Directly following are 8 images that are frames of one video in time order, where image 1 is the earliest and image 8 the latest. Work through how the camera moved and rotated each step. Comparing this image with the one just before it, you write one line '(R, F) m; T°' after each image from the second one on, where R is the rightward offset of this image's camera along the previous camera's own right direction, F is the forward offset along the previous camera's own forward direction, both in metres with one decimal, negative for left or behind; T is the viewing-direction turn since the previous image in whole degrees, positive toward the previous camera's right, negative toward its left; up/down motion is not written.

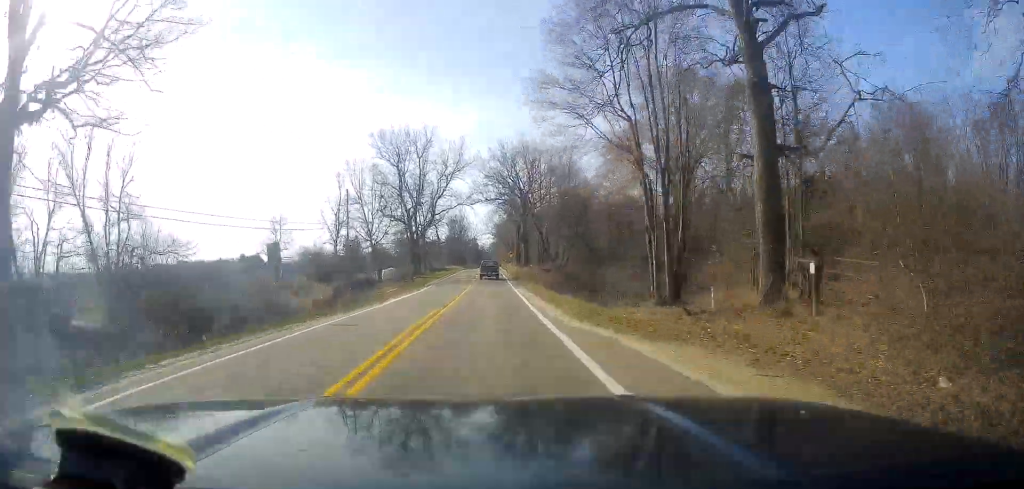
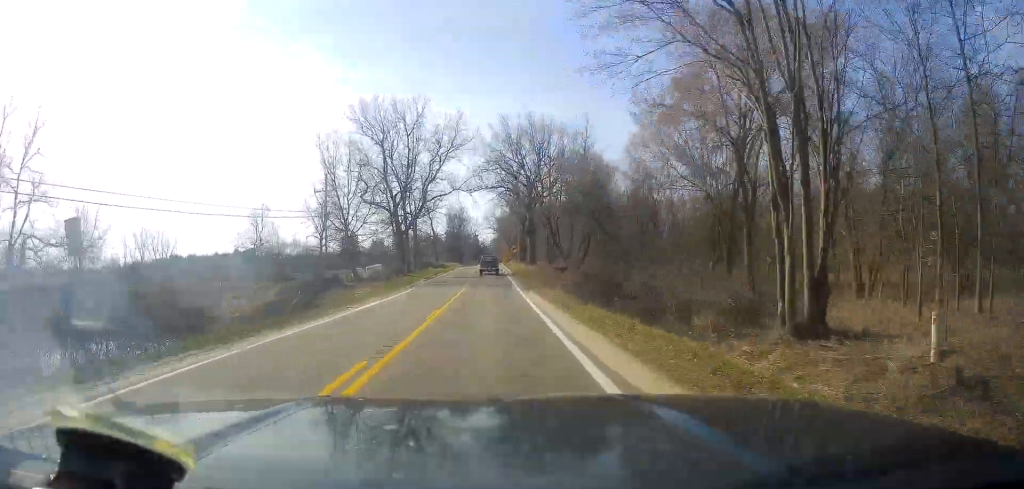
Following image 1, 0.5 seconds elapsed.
(-0.5, +12.1) m; -1°
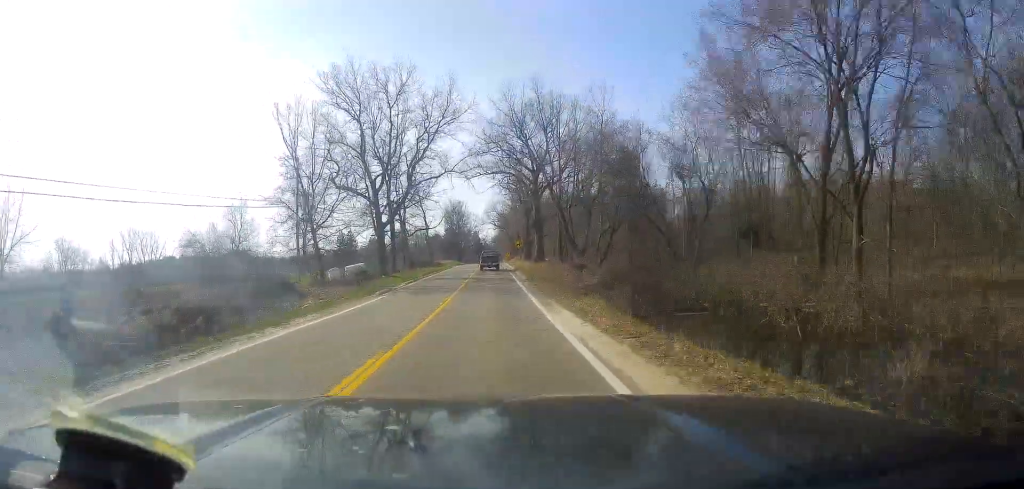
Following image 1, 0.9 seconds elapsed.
(-0.4, +11.2) m; -1°
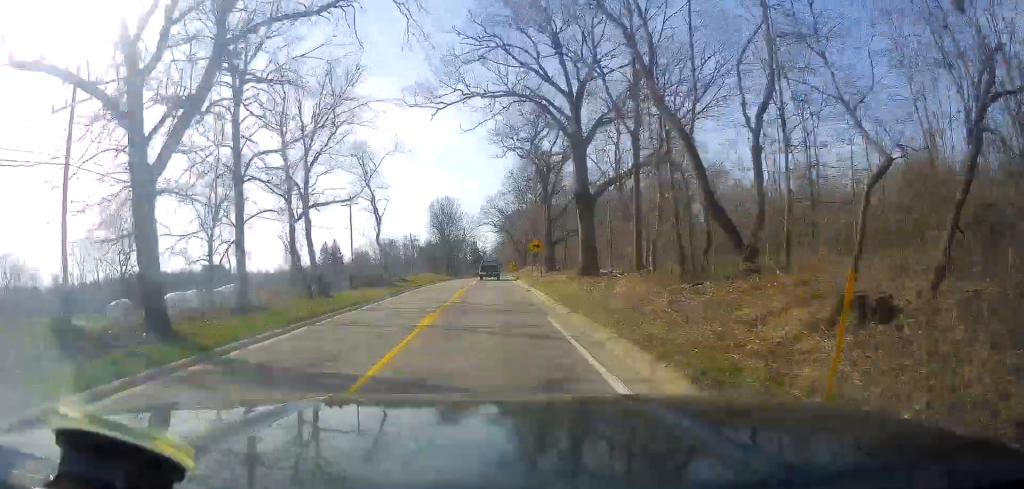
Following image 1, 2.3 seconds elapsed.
(+0.9, +37.0) m; +3°
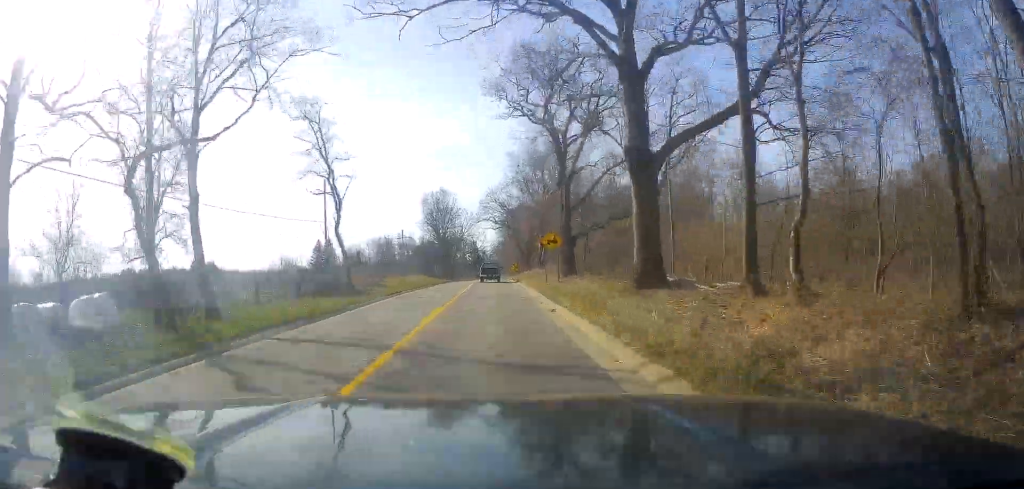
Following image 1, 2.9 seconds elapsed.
(+0.2, +13.6) m; +1°
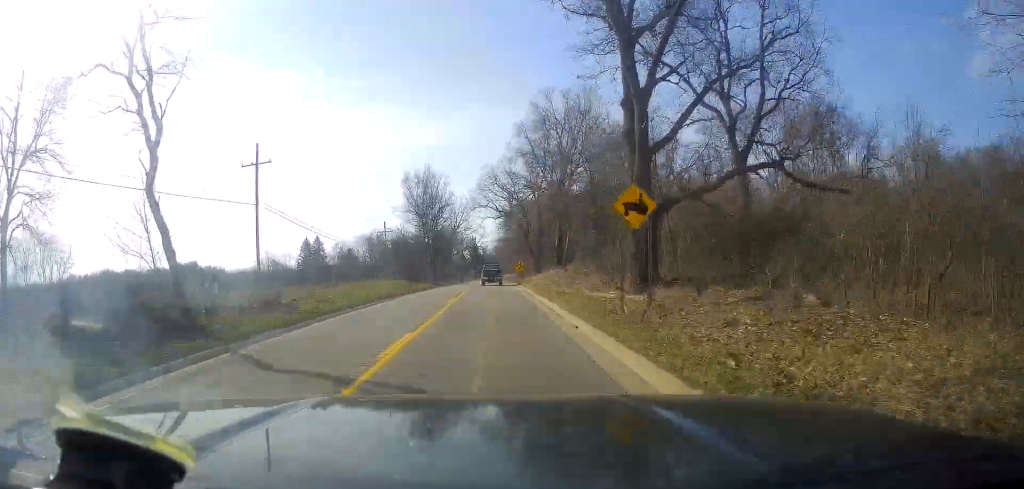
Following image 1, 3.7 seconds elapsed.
(+0.1, +21.9) m; 0°
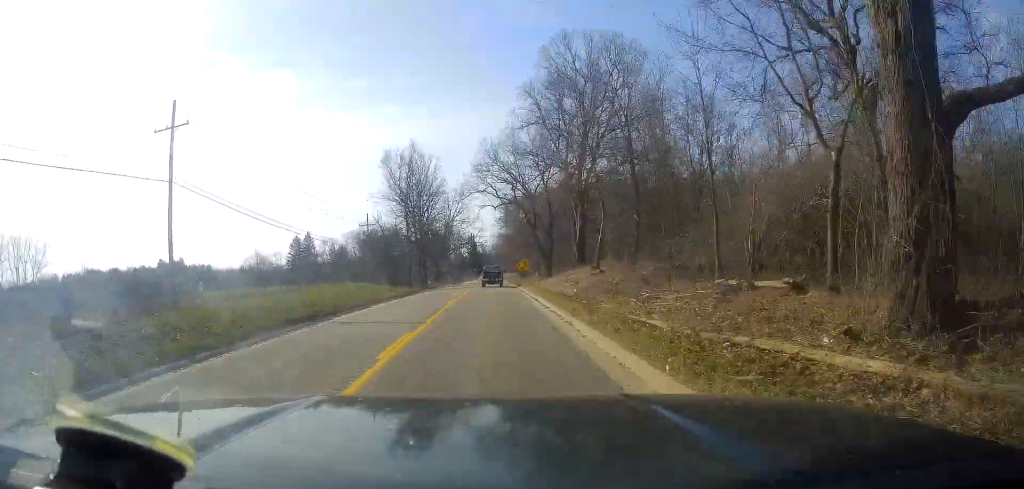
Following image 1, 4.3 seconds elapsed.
(-0.1, +15.1) m; 0°
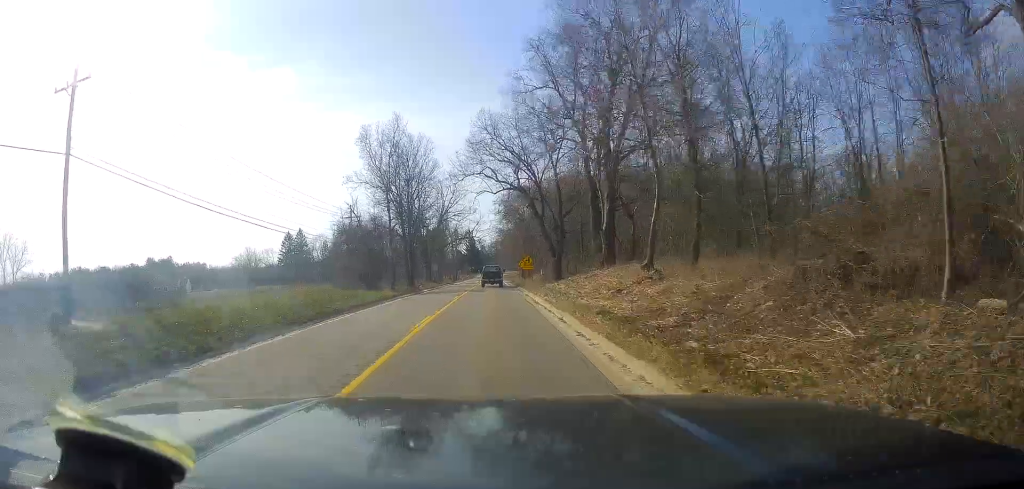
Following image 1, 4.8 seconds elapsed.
(-0.1, +10.9) m; 0°
